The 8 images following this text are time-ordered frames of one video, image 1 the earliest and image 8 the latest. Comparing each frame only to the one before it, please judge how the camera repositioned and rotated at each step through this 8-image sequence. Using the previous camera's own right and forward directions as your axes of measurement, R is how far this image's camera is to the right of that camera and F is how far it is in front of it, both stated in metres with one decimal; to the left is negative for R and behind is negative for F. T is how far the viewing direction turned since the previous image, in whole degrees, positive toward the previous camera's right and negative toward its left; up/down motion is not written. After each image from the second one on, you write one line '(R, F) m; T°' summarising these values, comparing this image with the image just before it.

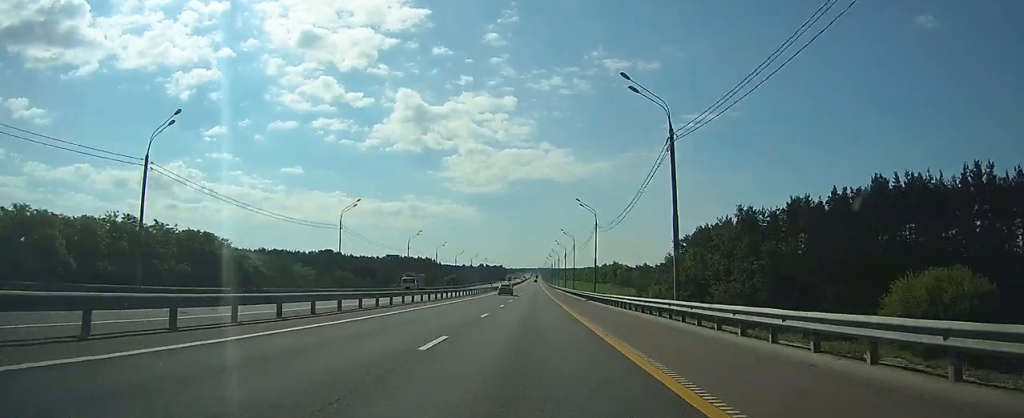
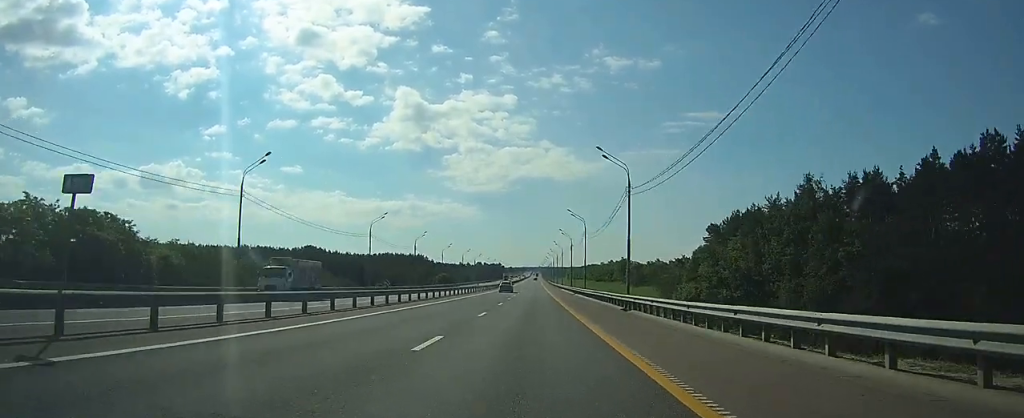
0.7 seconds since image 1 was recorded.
(0.0, +24.3) m; 0°
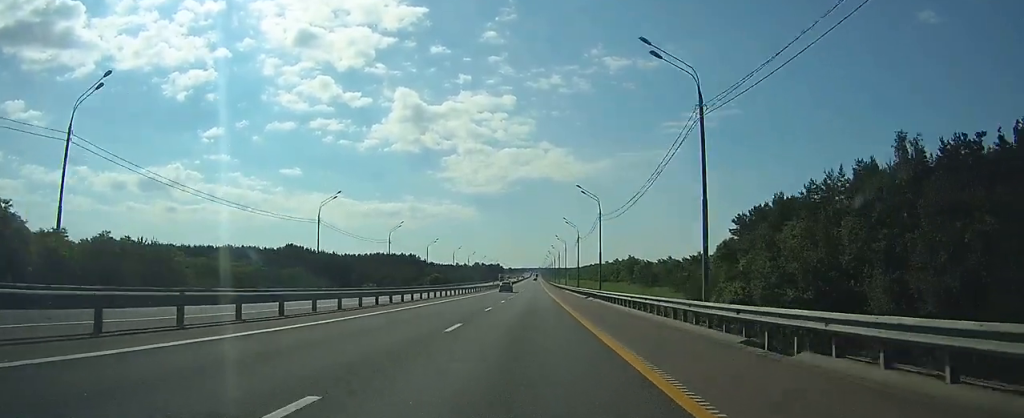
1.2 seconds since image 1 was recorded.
(0.0, +19.6) m; 0°
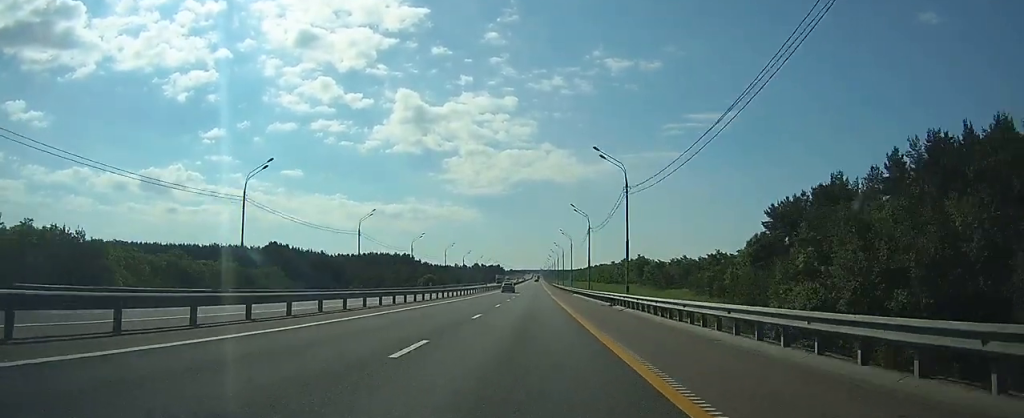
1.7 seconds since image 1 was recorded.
(0.0, +17.2) m; 0°
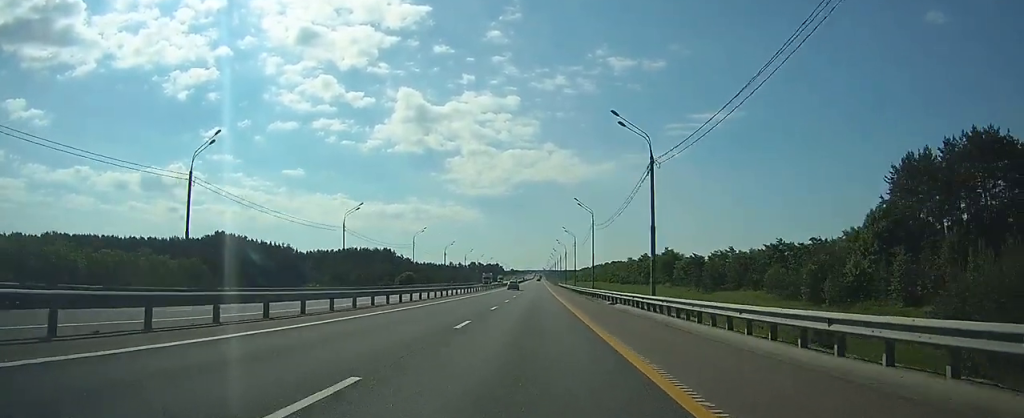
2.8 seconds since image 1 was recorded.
(-0.1, +40.8) m; 0°
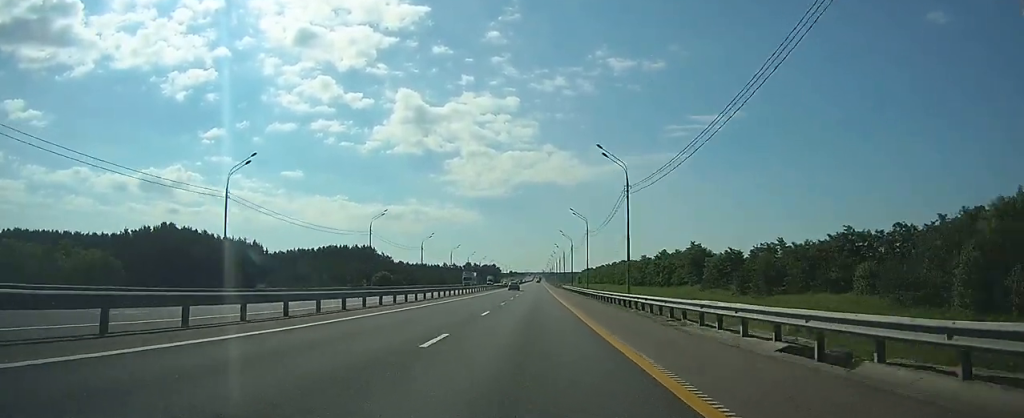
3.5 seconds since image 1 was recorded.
(-0.1, +28.6) m; 0°
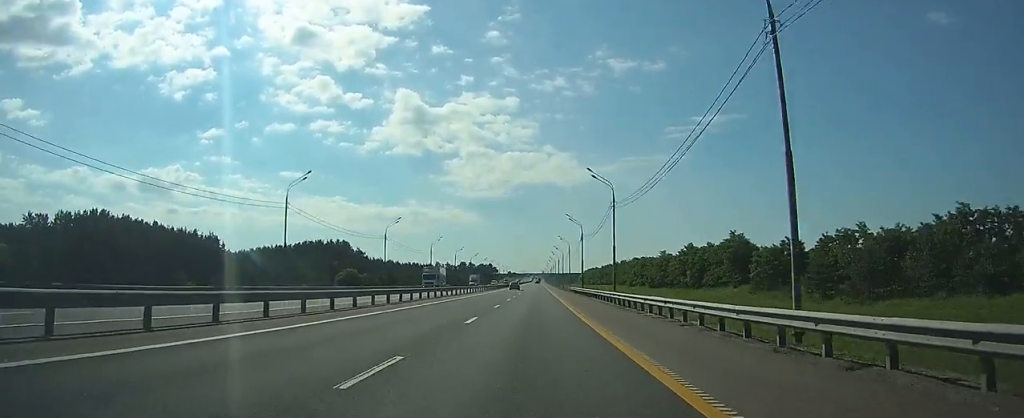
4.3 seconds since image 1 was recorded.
(0.0, +28.6) m; 0°
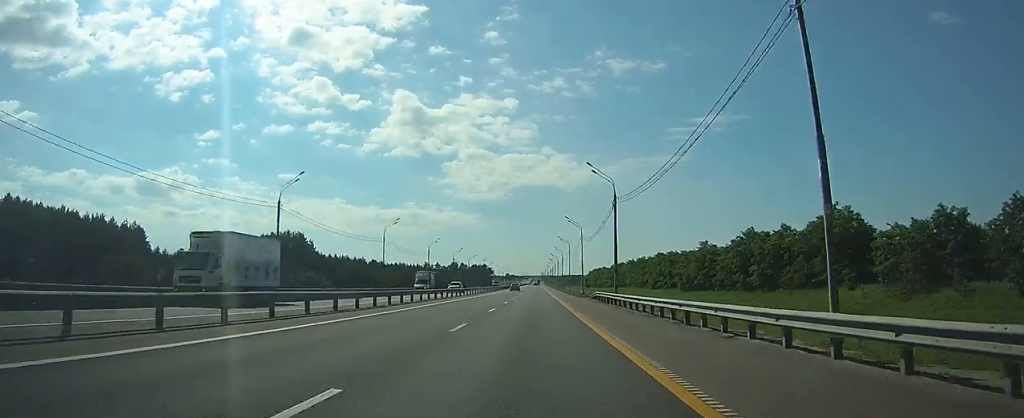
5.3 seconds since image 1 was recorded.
(0.0, +38.6) m; 0°
